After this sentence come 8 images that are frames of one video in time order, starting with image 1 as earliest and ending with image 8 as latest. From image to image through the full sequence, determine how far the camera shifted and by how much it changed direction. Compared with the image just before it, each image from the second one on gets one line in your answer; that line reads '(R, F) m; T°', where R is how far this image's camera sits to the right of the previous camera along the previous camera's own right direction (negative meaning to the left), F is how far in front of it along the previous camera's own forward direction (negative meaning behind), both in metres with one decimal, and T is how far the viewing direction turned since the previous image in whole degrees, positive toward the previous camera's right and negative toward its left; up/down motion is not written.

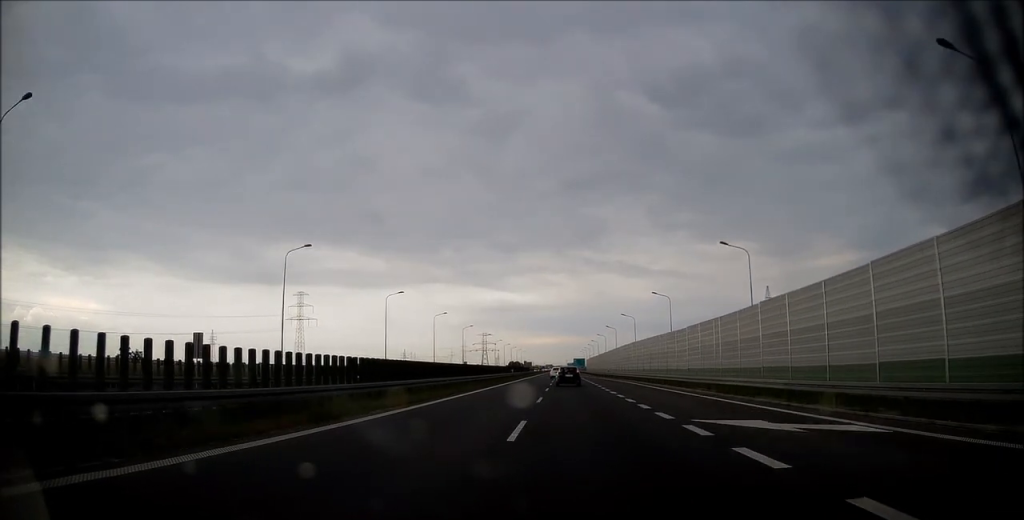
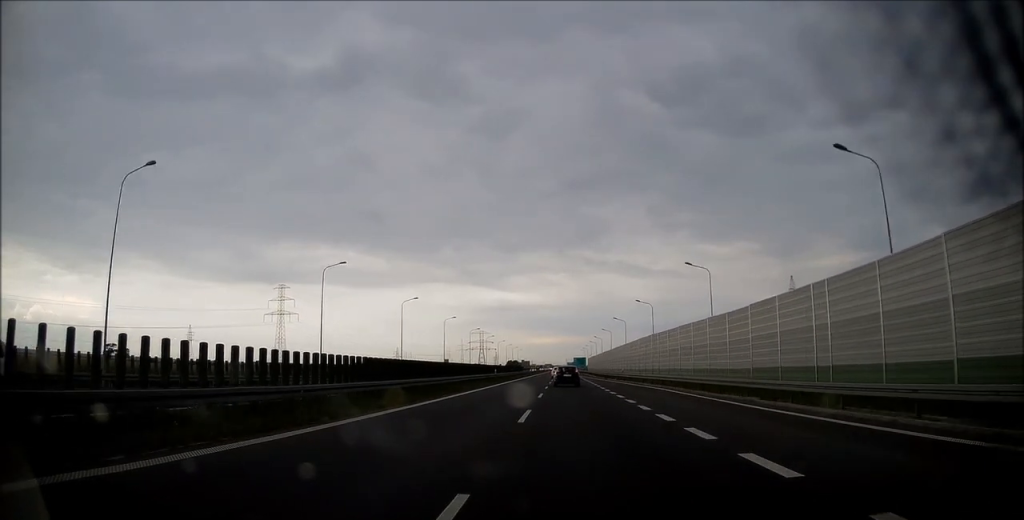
(-0.1, +20.8) m; 0°
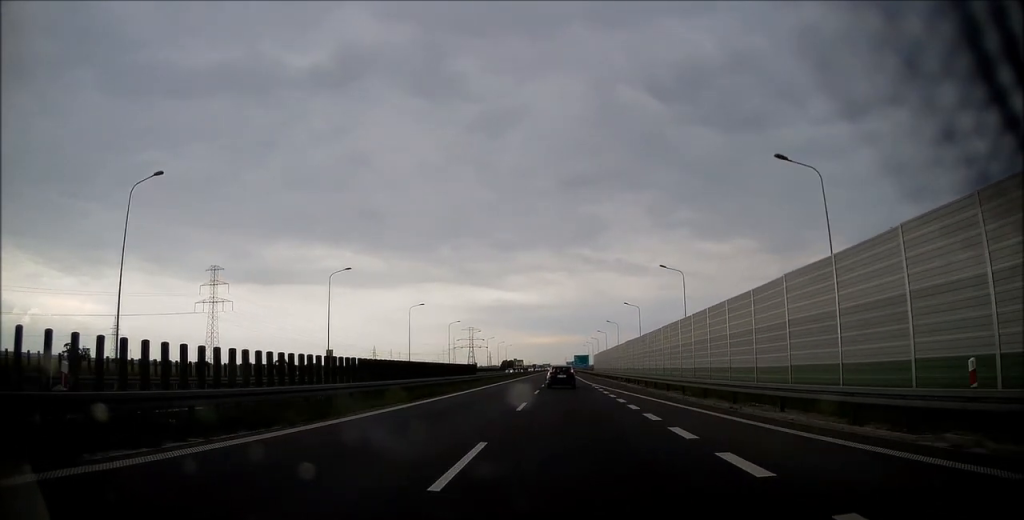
(0.0, +56.4) m; 0°
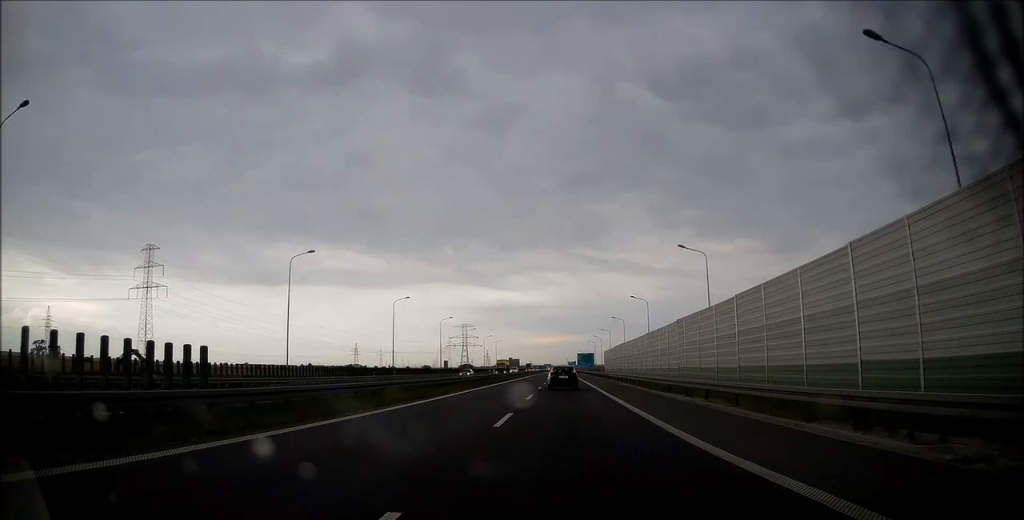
(+0.2, +41.2) m; 0°
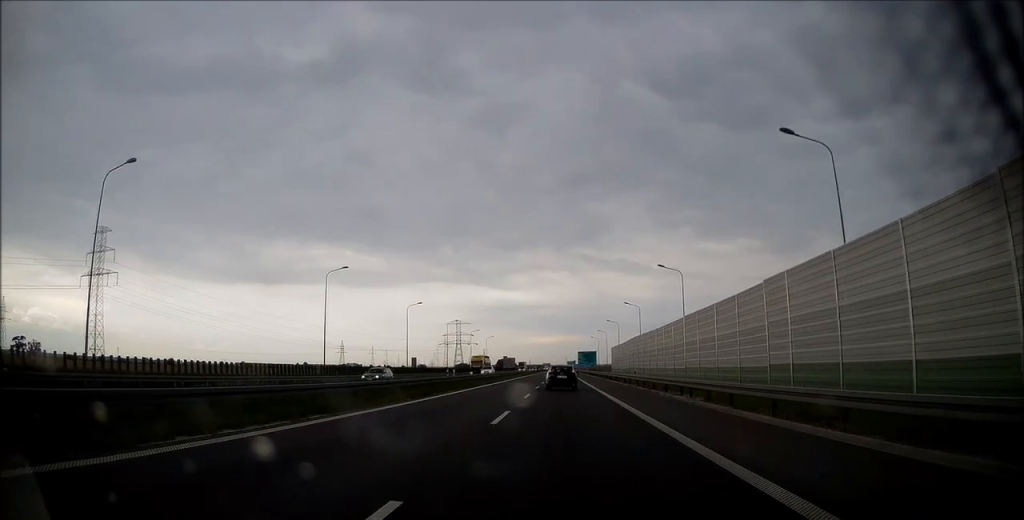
(-0.1, +24.7) m; 0°
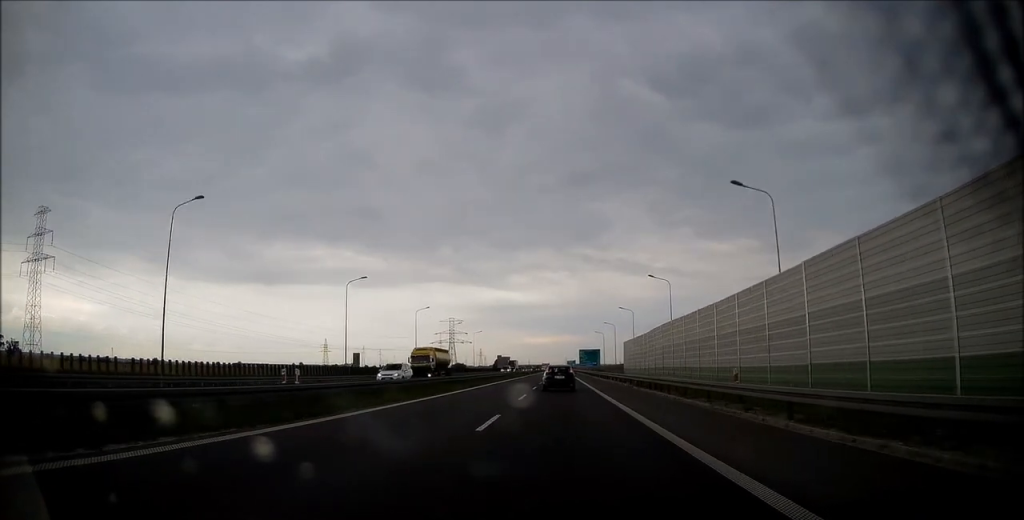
(-0.1, +25.5) m; 0°
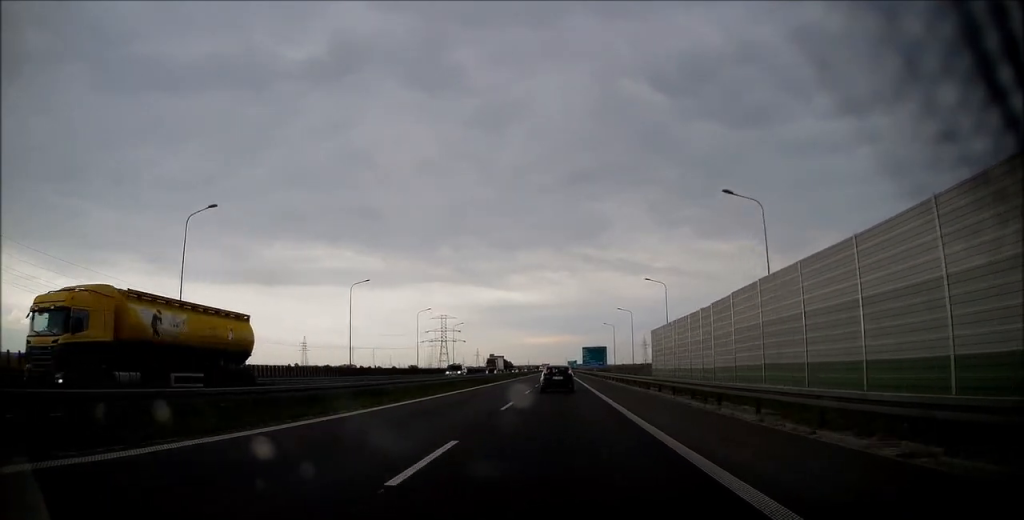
(+0.1, +30.0) m; 0°
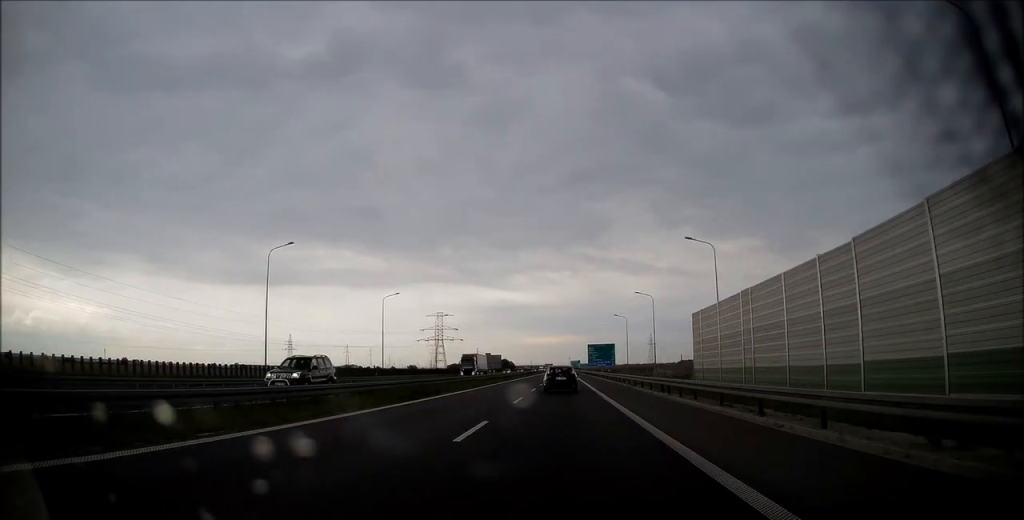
(+0.1, +20.1) m; 0°
